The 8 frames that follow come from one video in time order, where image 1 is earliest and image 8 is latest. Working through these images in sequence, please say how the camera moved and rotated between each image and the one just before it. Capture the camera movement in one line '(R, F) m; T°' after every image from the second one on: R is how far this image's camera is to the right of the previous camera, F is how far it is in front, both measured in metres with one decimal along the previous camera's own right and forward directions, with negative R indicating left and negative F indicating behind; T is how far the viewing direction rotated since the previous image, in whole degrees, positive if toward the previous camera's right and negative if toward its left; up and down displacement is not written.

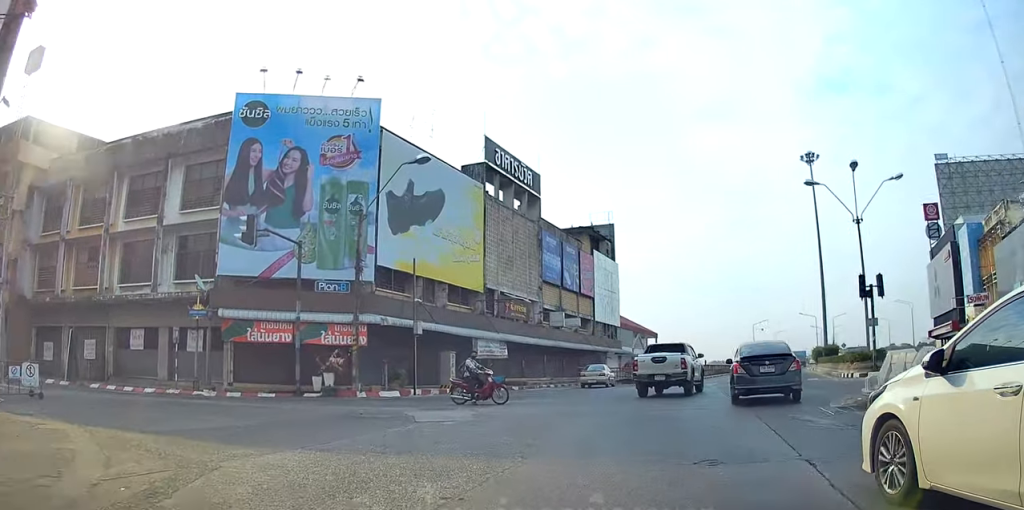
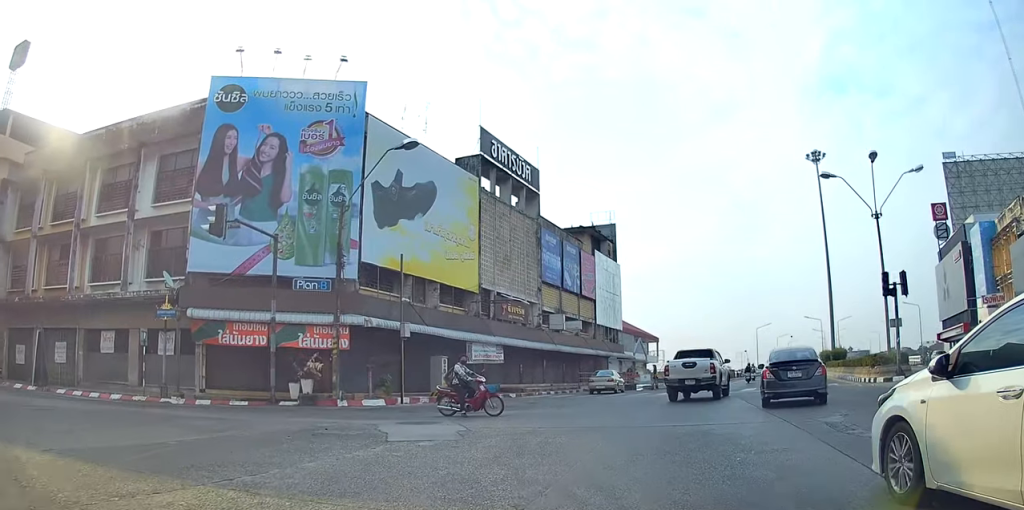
(+0.3, +2.5) m; +4°
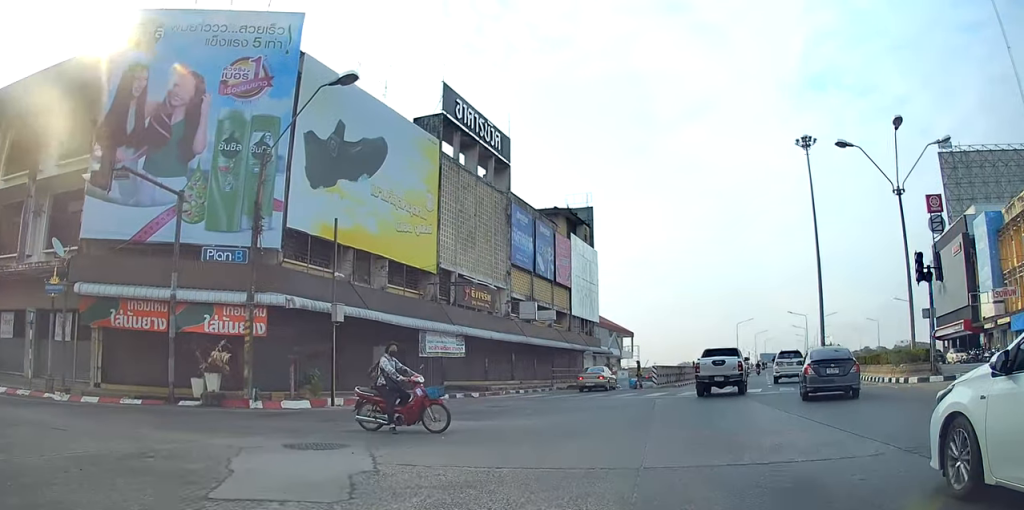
(+0.4, +4.8) m; +4°
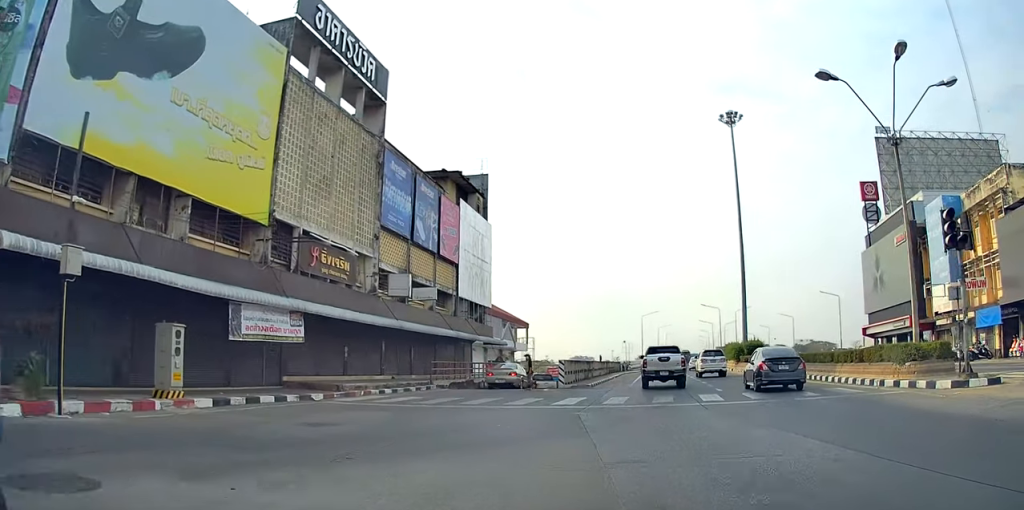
(-0.1, +7.3) m; 0°
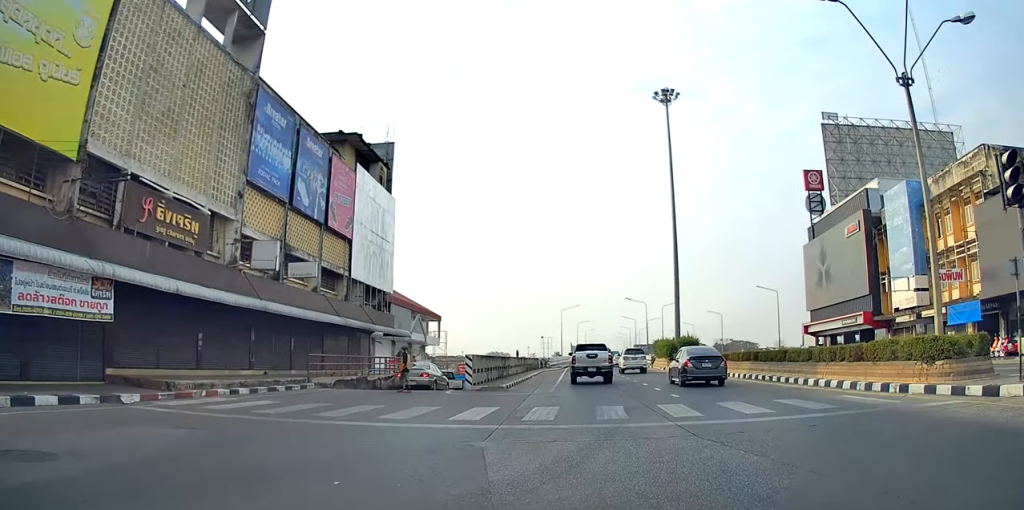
(0.0, +5.3) m; +2°
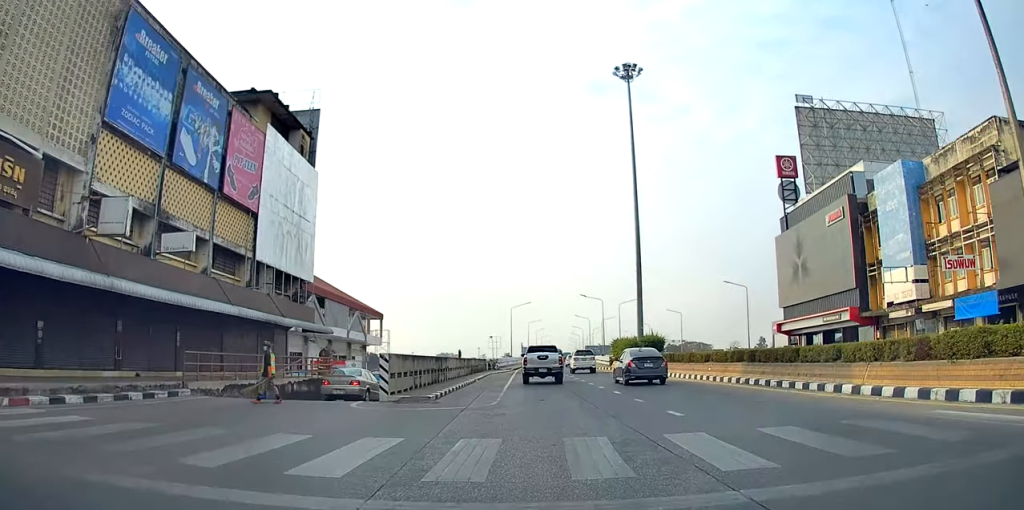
(+0.1, +5.5) m; +3°
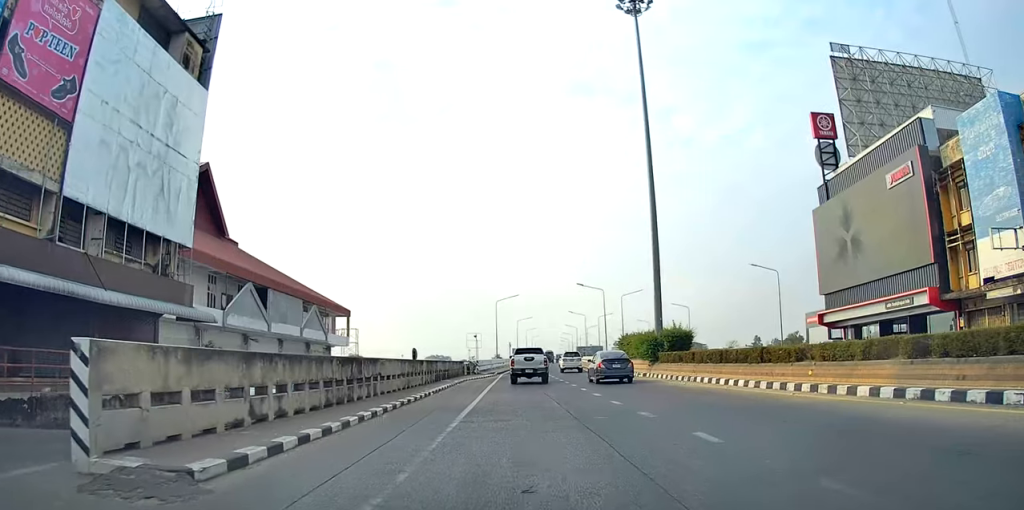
(+0.8, +11.3) m; +7°
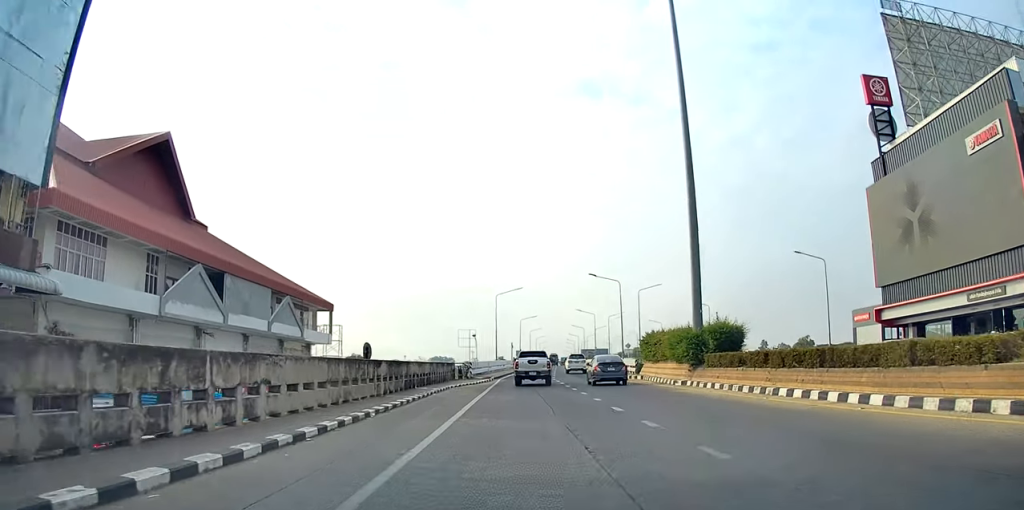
(+0.3, +8.3) m; +1°
